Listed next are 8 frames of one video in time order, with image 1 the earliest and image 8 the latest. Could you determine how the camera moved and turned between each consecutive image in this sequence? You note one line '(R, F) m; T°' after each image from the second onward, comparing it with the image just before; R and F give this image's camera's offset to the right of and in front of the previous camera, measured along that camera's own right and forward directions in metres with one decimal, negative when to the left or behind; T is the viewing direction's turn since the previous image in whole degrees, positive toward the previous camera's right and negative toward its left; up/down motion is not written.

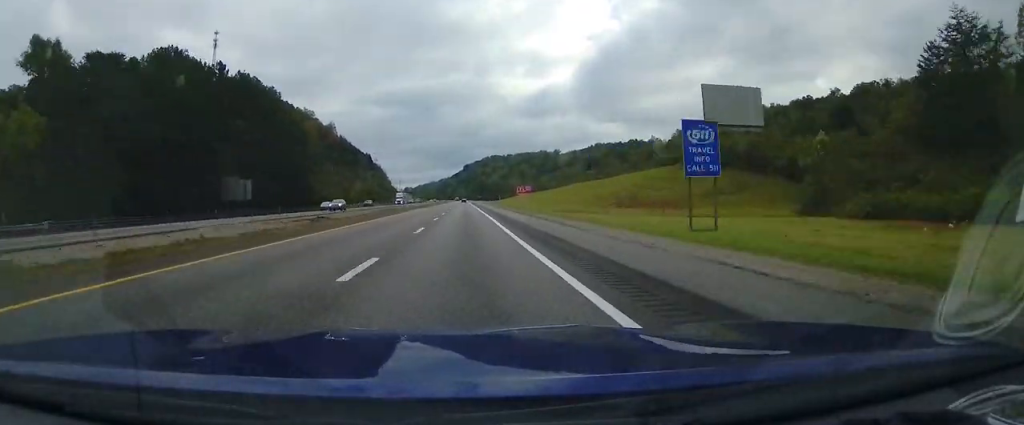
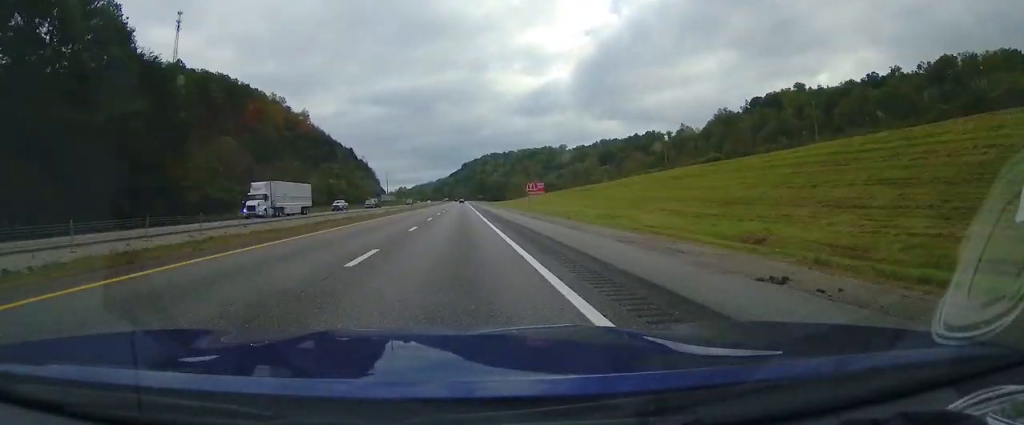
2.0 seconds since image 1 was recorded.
(-0.2, +71.1) m; 0°
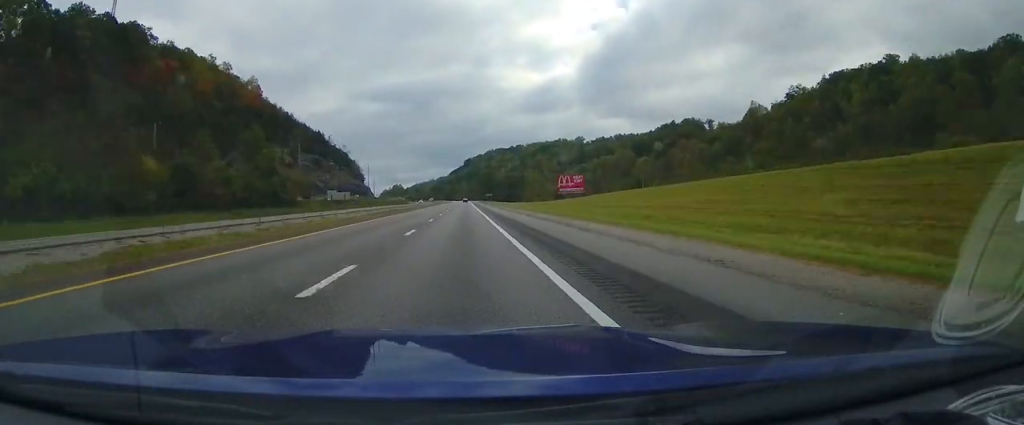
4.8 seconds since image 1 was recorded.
(+0.4, +99.6) m; 0°
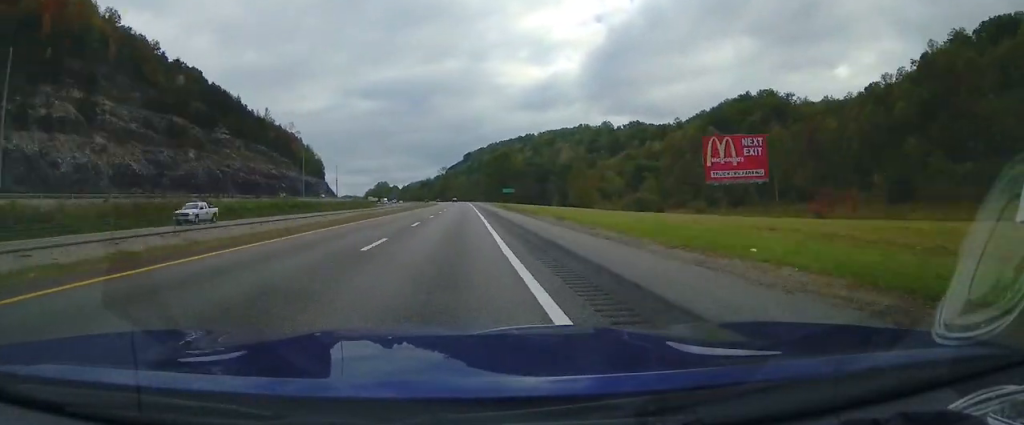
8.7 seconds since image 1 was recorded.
(-0.1, +137.7) m; -1°
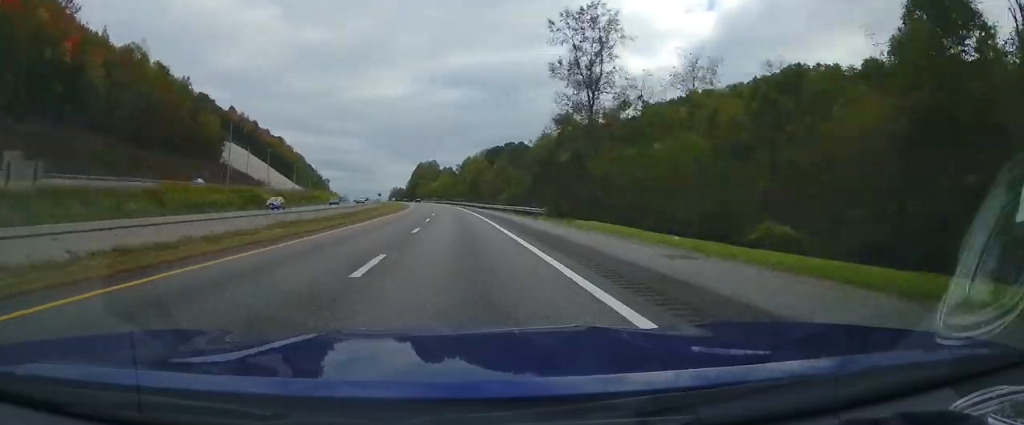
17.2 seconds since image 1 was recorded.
(-23.8, +300.2) m; -10°
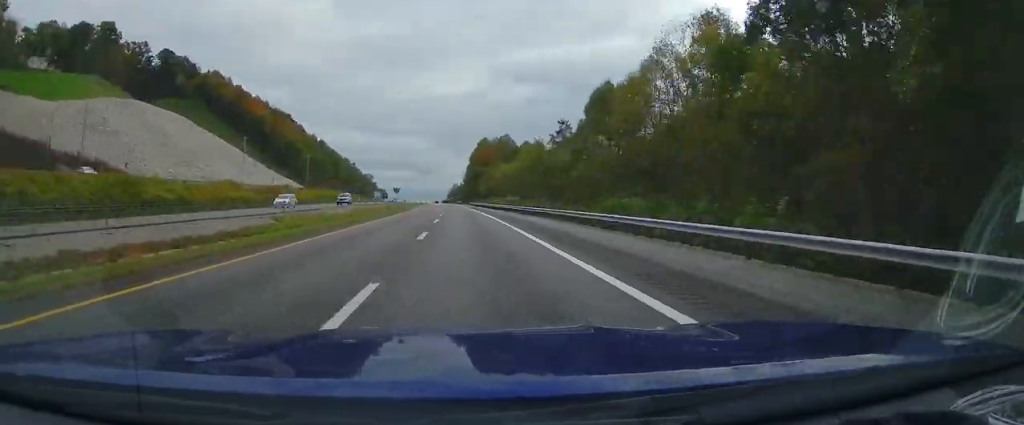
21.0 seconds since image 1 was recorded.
(-5.9, +128.8) m; -4°
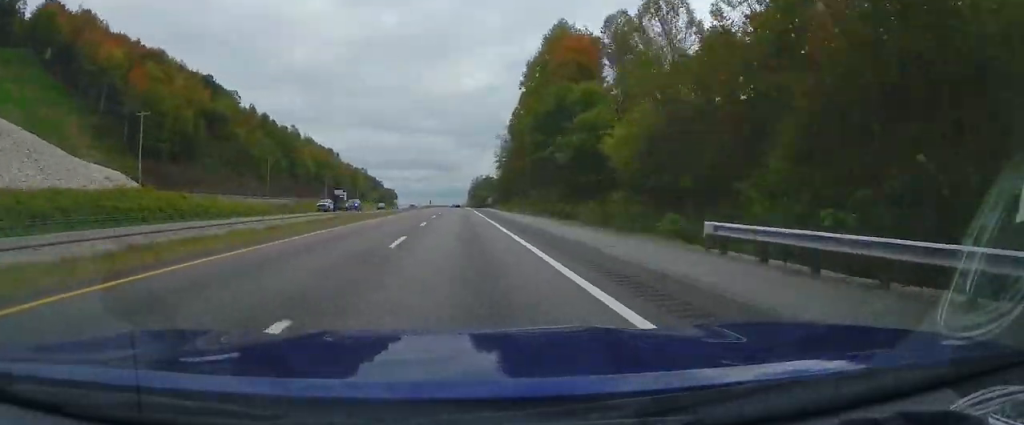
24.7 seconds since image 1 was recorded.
(-3.6, +123.8) m; -2°
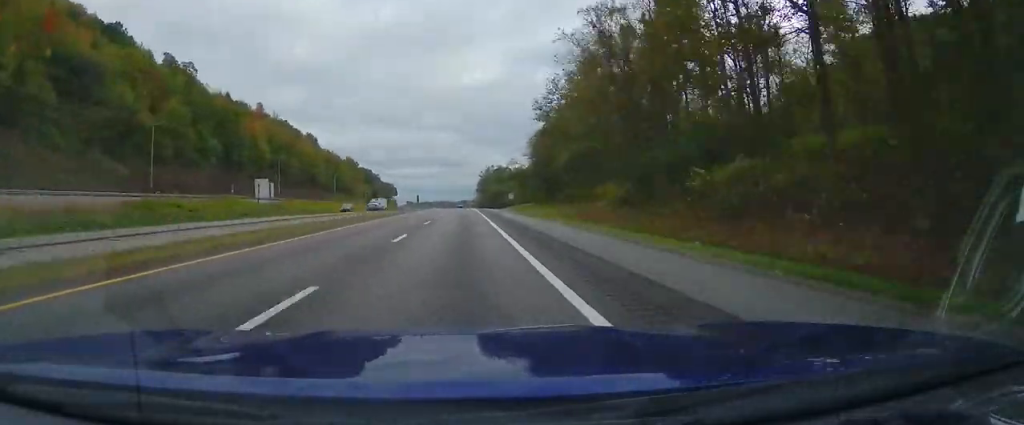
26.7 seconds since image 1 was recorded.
(-0.5, +64.0) m; -1°
